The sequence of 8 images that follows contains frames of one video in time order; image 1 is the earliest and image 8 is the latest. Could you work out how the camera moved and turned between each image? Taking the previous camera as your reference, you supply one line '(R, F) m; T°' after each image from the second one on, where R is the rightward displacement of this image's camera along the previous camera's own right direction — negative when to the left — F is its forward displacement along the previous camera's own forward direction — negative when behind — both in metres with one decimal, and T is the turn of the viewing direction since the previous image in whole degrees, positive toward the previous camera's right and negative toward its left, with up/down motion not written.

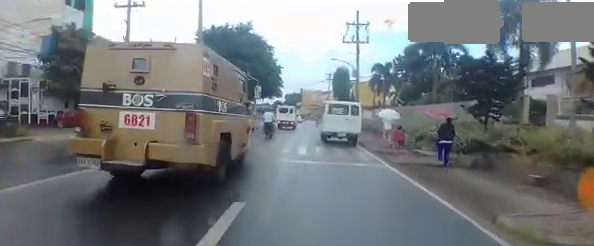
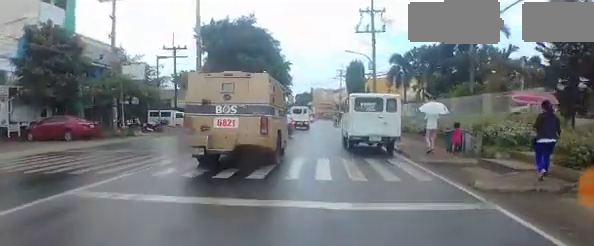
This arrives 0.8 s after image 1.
(0.0, +4.3) m; +3°
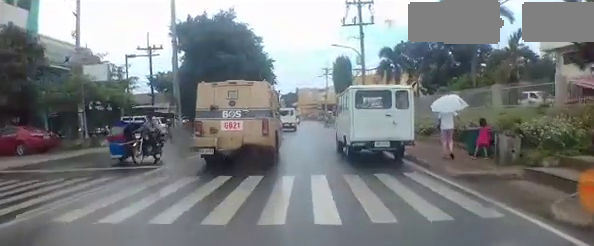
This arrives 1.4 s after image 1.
(0.0, +2.6) m; +2°
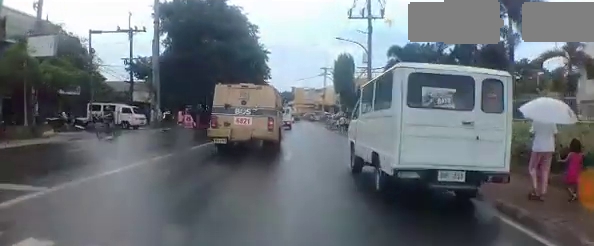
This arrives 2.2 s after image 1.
(+0.3, +4.0) m; -2°
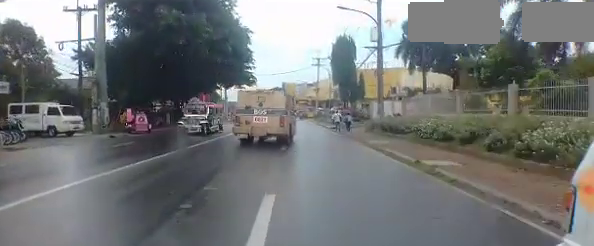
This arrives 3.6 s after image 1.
(-0.8, +7.3) m; -8°
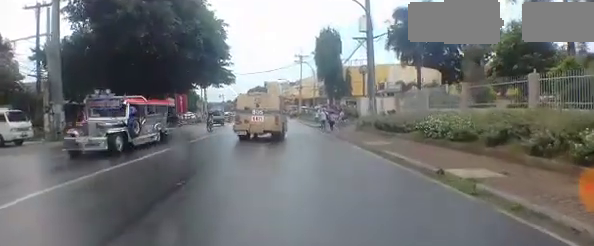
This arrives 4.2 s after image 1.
(-0.1, +2.9) m; +1°
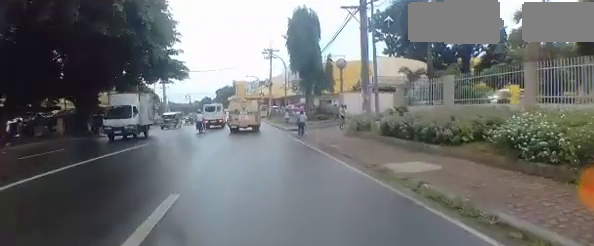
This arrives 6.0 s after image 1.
(+0.8, +7.2) m; +1°
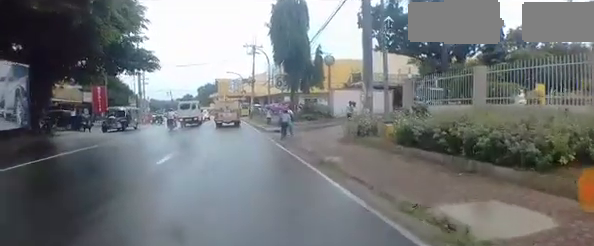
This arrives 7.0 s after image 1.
(-0.5, +3.0) m; -1°
